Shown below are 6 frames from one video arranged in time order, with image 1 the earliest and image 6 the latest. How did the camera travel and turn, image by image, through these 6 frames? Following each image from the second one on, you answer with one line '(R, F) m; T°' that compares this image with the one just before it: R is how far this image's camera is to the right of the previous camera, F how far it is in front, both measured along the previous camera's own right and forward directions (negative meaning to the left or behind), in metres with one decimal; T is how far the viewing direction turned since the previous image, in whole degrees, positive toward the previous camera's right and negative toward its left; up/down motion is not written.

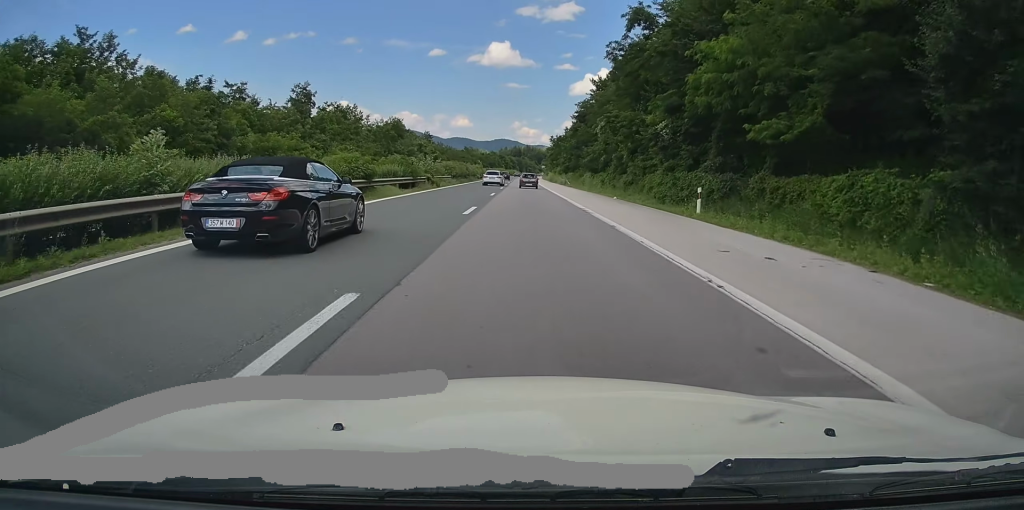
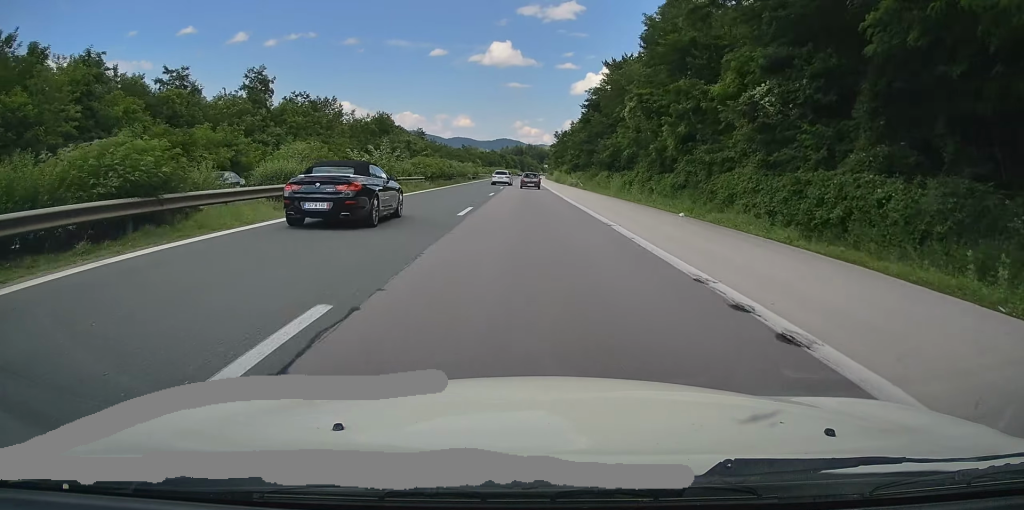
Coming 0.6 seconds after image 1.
(0.0, +16.8) m; 0°
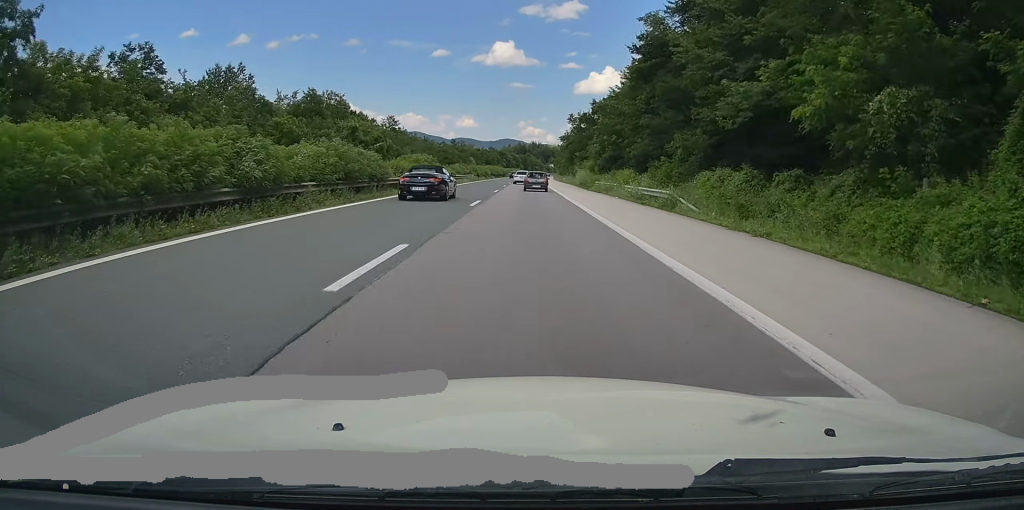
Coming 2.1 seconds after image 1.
(-0.2, +43.9) m; 0°
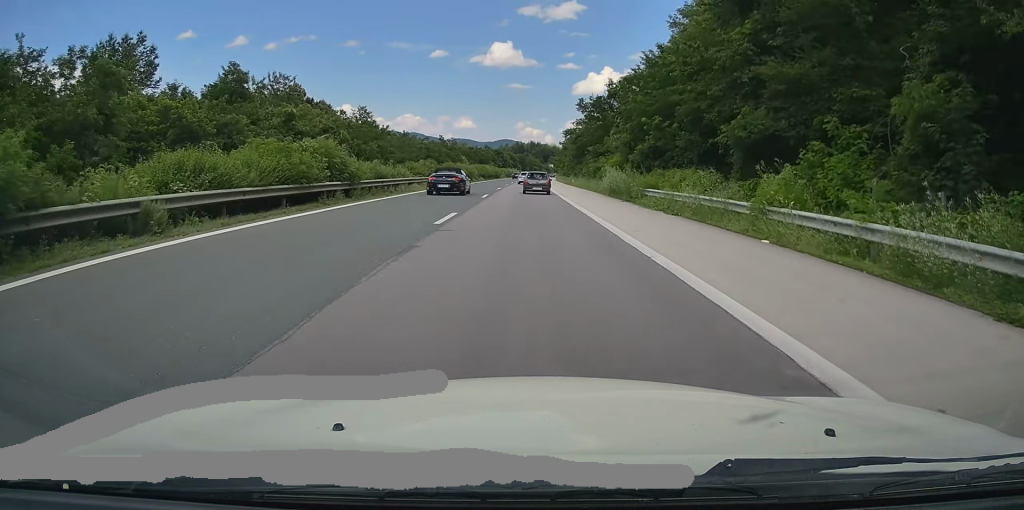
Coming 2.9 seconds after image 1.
(0.0, +24.1) m; 0°
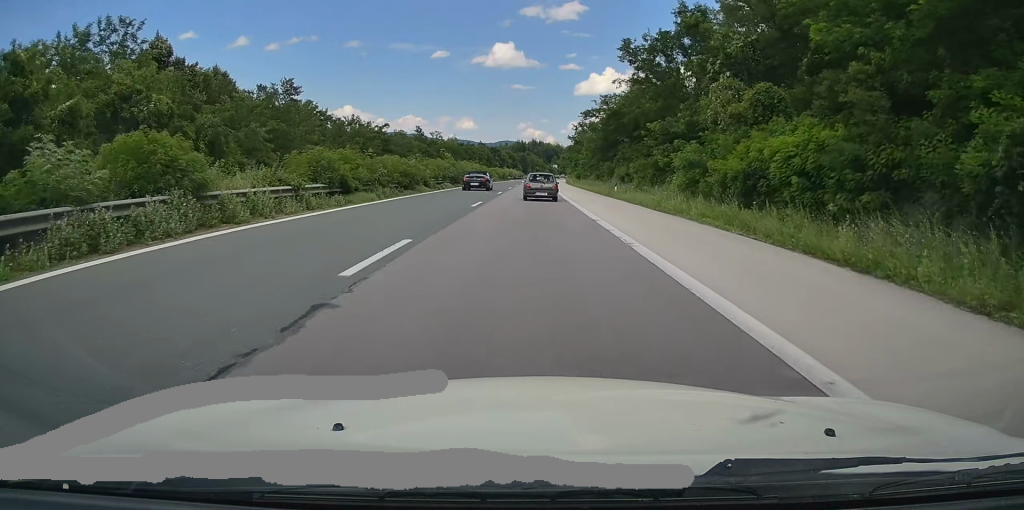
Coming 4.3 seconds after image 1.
(-0.1, +39.9) m; 0°
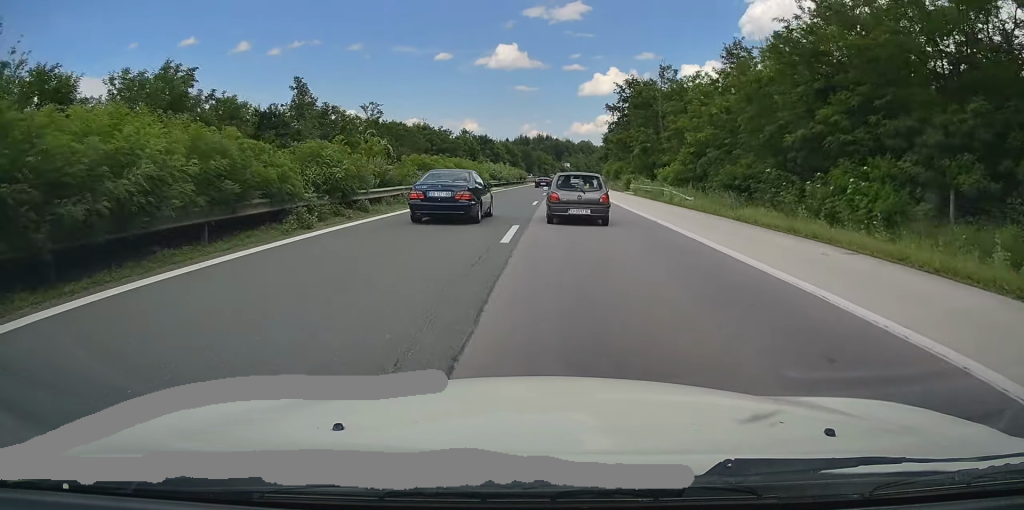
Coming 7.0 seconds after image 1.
(-0.1, +76.2) m; 0°
